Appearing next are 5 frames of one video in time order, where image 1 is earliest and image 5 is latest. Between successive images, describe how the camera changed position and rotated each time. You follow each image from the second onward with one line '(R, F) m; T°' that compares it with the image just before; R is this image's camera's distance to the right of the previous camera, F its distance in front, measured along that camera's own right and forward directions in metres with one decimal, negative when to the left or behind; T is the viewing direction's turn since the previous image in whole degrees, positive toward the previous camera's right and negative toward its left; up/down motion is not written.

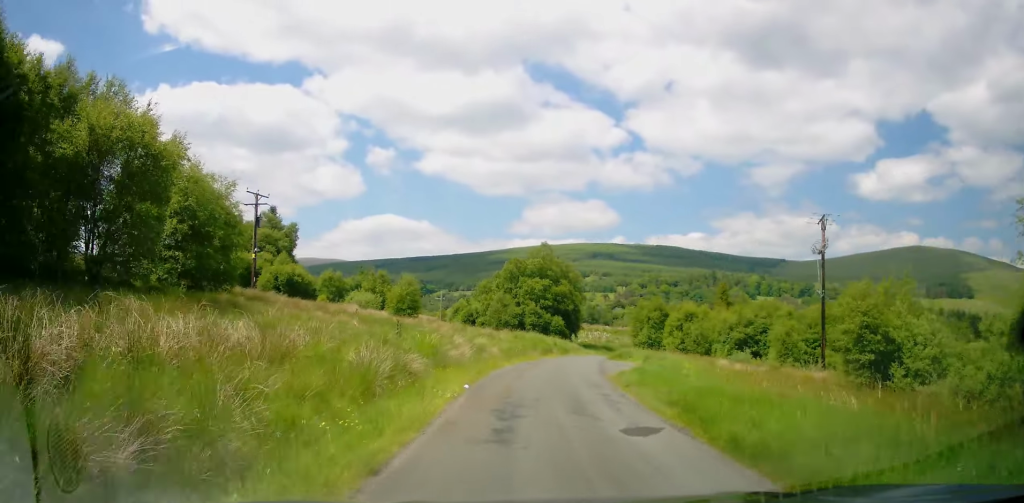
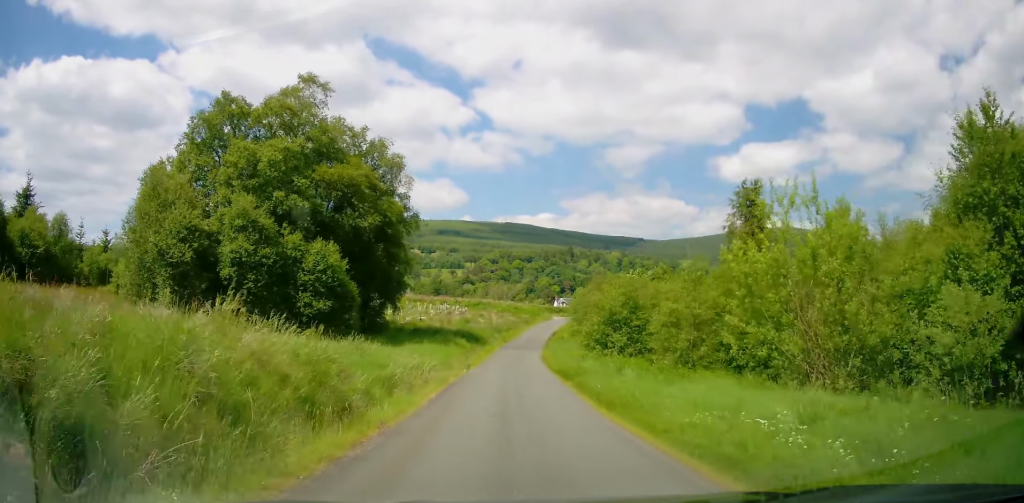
(+7.7, +57.5) m; +14°
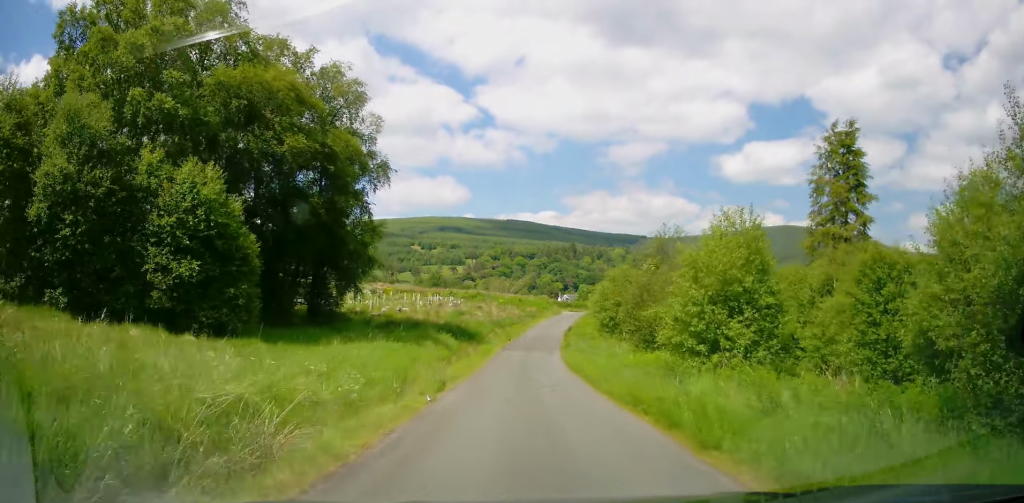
(0.0, +12.1) m; 0°
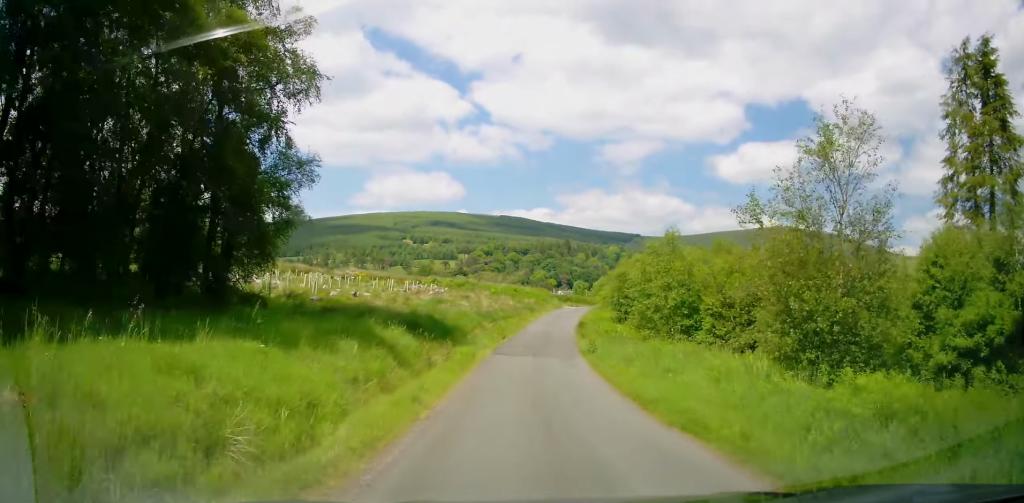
(0.0, +11.1) m; 0°
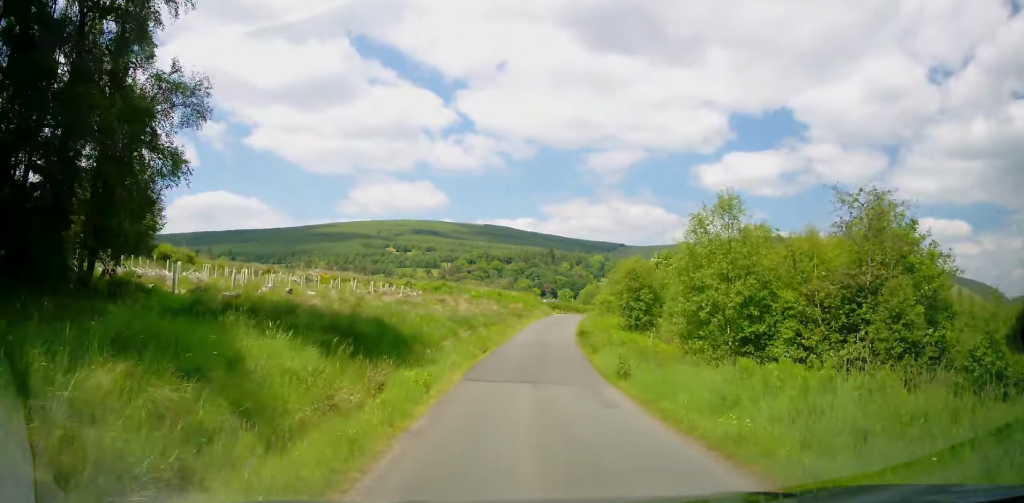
(0.0, +7.5) m; +1°
